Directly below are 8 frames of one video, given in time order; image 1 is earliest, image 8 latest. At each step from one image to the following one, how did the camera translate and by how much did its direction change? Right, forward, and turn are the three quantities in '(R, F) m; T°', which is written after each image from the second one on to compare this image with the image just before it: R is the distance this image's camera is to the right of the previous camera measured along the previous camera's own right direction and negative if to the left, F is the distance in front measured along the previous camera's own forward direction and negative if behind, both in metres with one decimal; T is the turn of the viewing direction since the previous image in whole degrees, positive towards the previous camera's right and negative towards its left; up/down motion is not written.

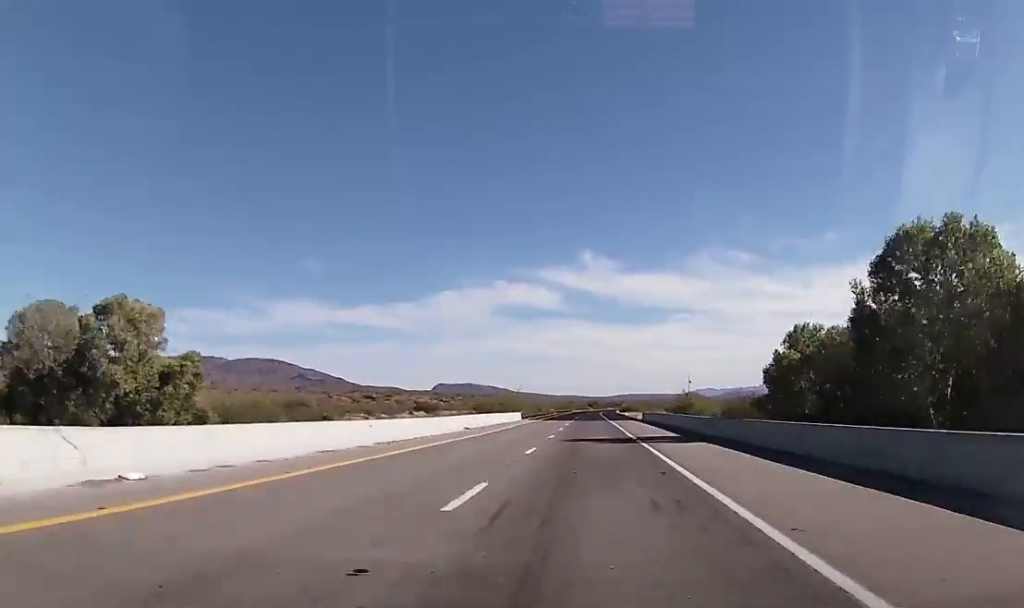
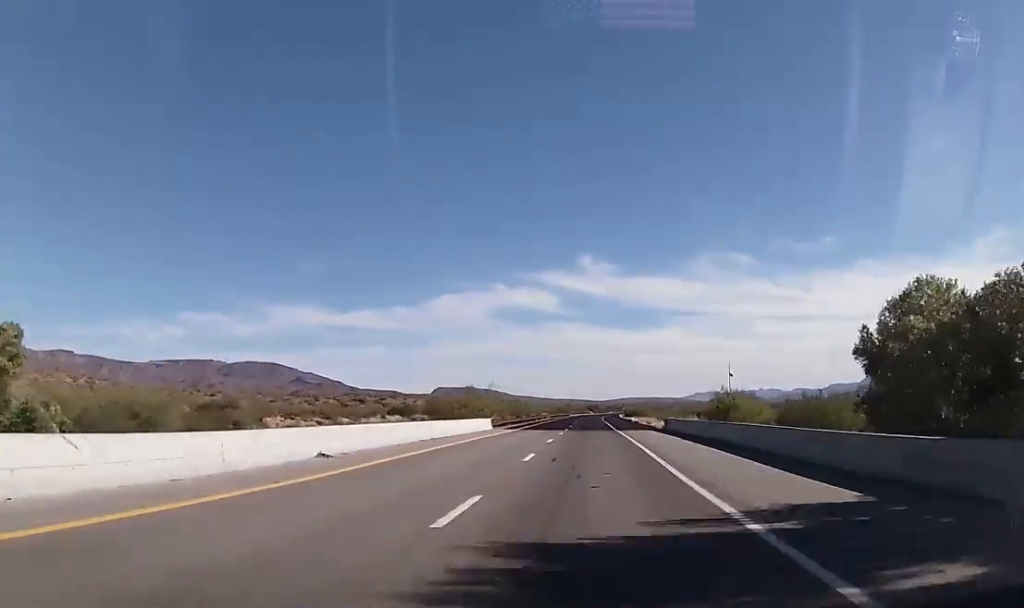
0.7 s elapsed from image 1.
(-0.1, +25.1) m; 0°
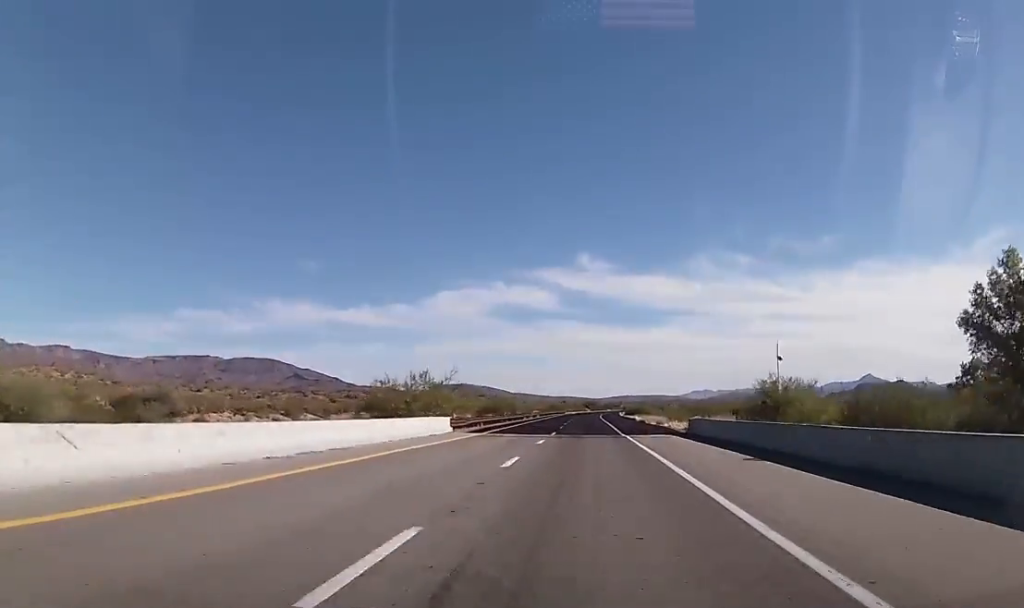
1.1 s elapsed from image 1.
(0.0, +16.3) m; 0°
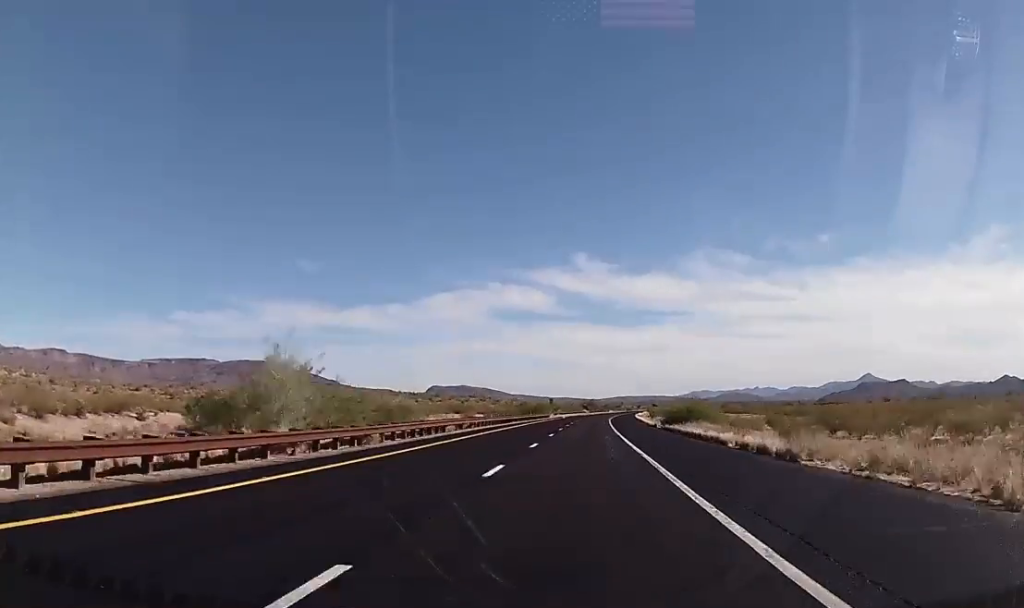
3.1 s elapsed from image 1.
(+0.7, +74.1) m; +1°
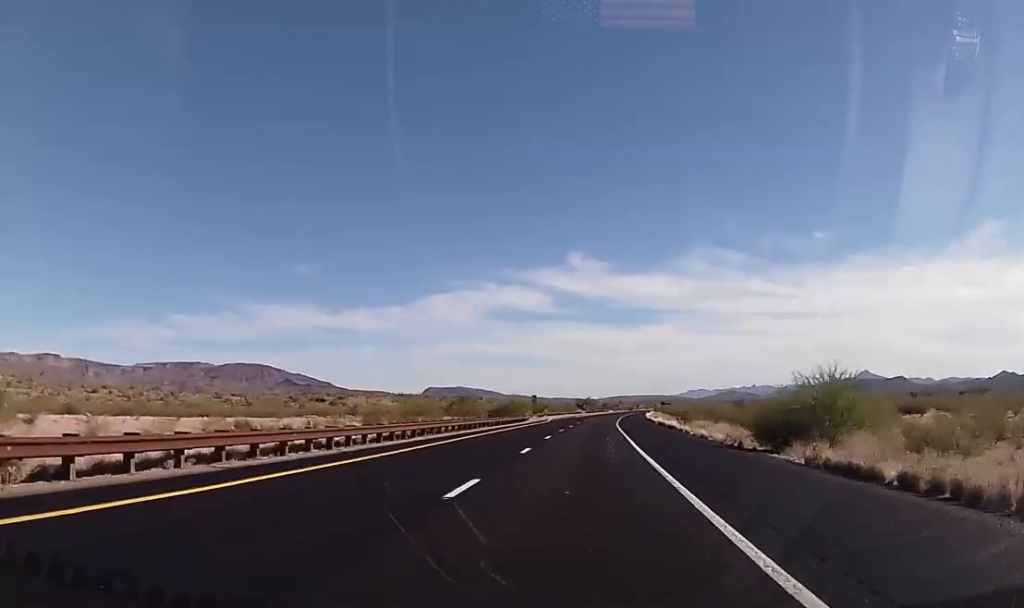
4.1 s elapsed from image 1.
(0.0, +38.8) m; 0°
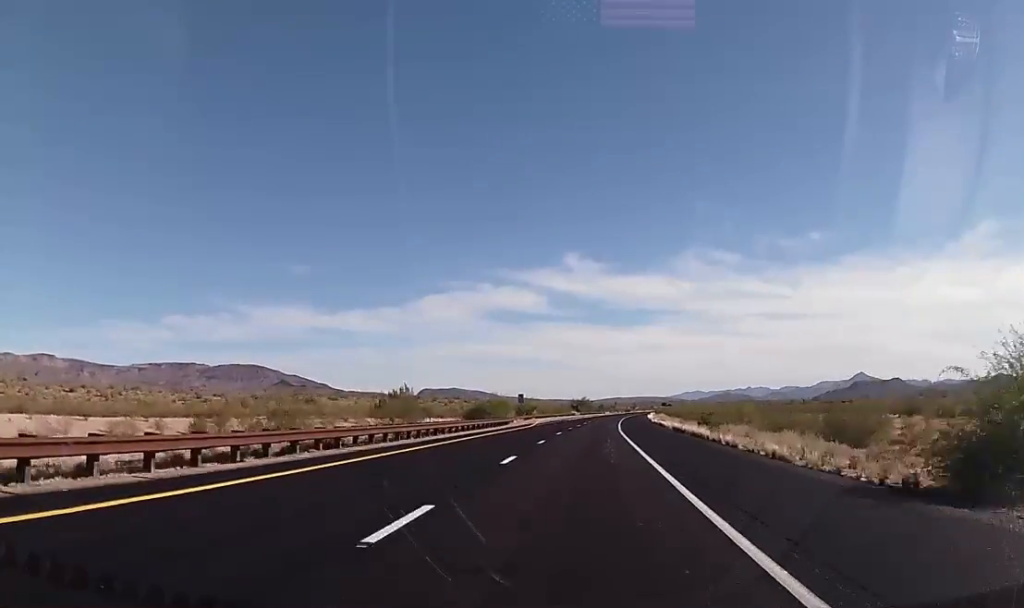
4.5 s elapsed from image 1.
(0.0, +16.3) m; 0°
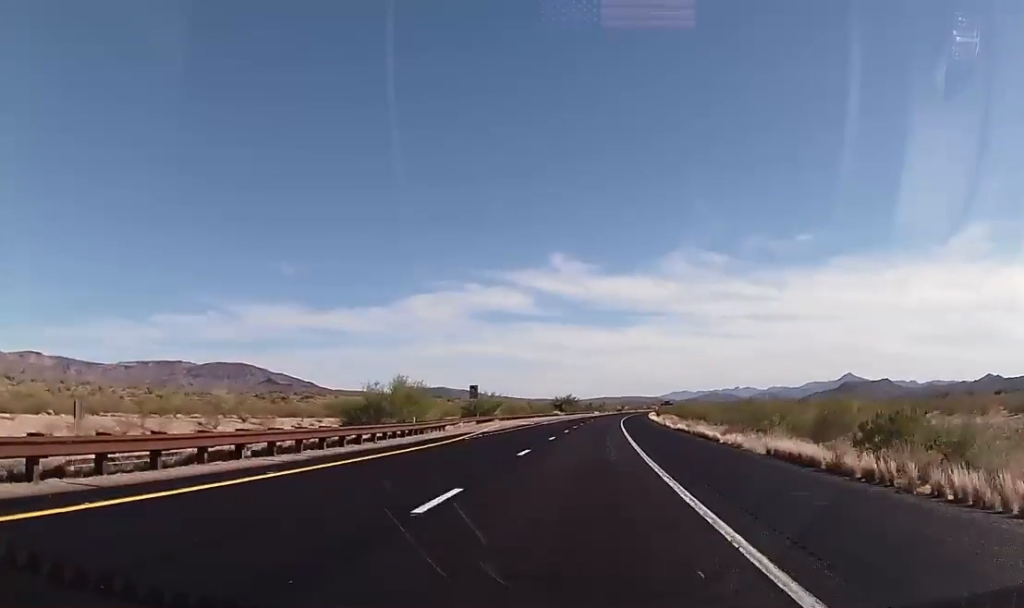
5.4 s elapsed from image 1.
(0.0, +33.9) m; +1°
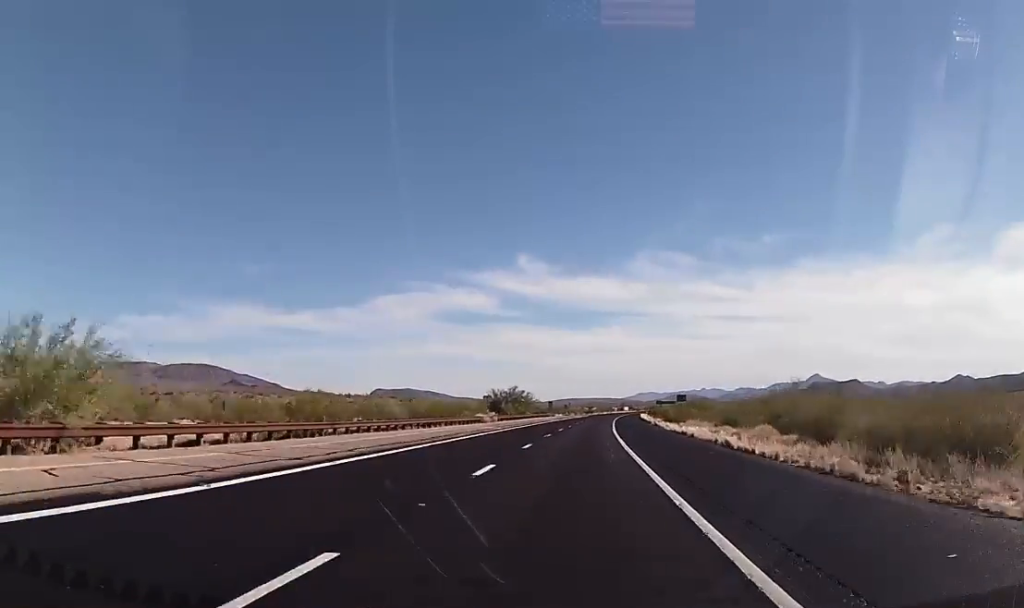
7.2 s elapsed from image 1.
(+1.1, +66.5) m; +2°
